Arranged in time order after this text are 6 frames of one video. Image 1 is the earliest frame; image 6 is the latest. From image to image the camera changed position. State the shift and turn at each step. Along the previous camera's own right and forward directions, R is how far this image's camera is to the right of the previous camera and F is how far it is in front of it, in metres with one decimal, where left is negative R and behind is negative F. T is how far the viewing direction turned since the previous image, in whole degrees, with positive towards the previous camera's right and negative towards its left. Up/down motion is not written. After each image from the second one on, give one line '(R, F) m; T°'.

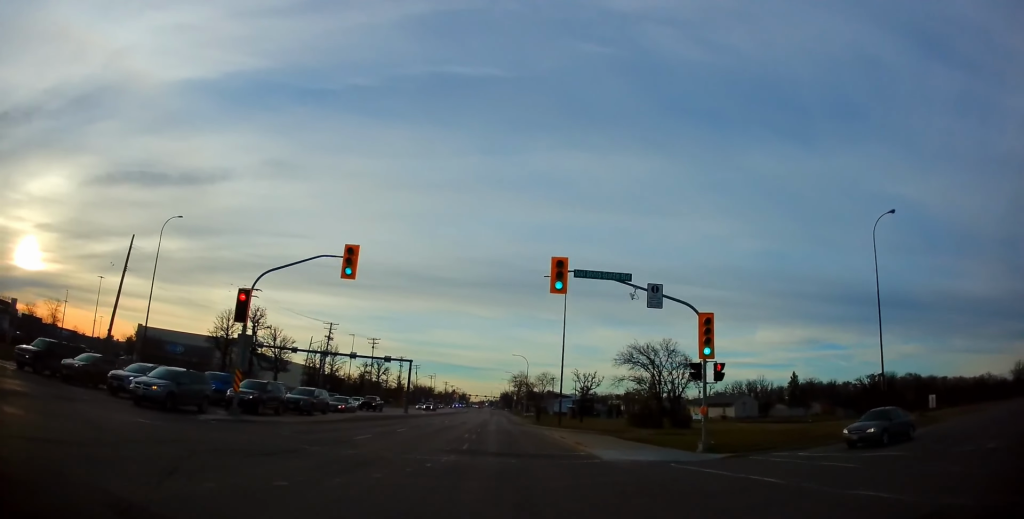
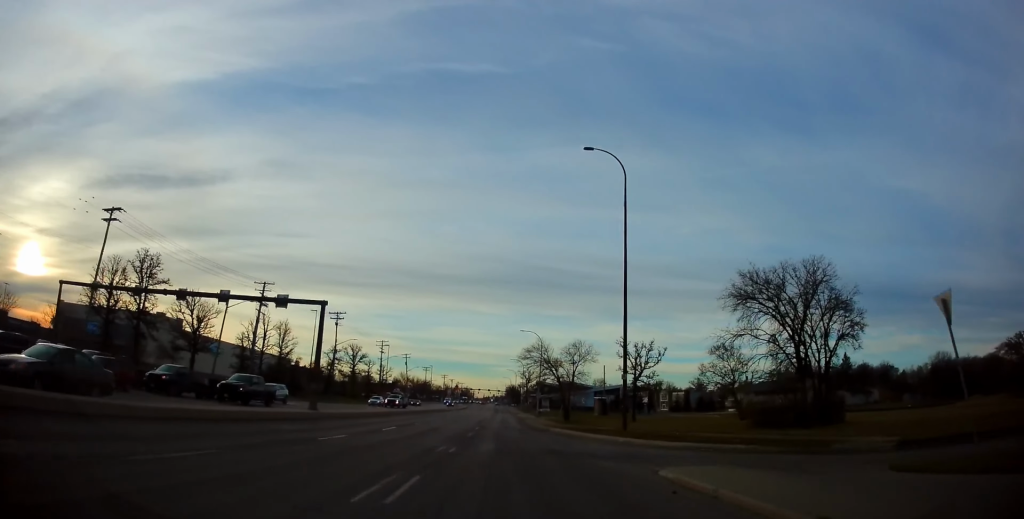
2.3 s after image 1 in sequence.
(+0.5, +31.9) m; +1°
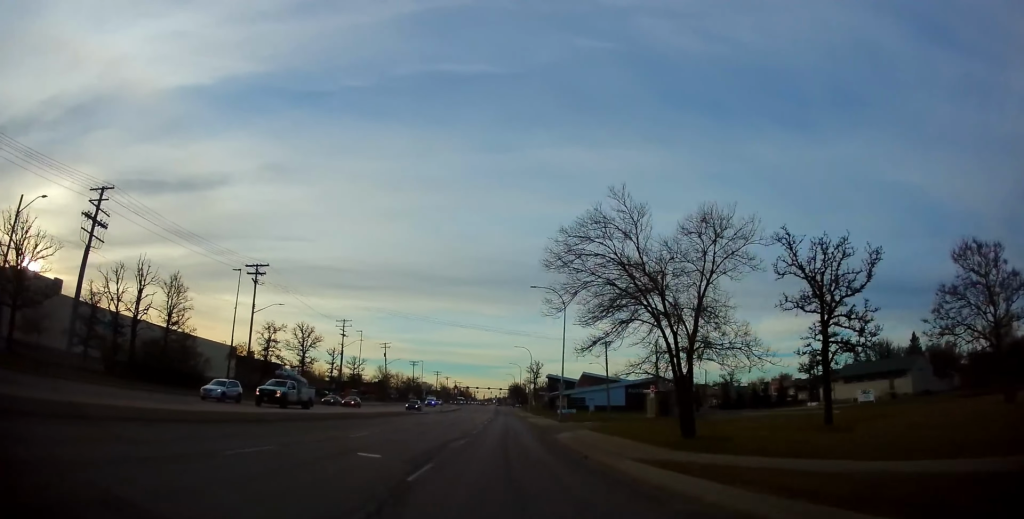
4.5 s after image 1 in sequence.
(+0.2, +34.4) m; +1°
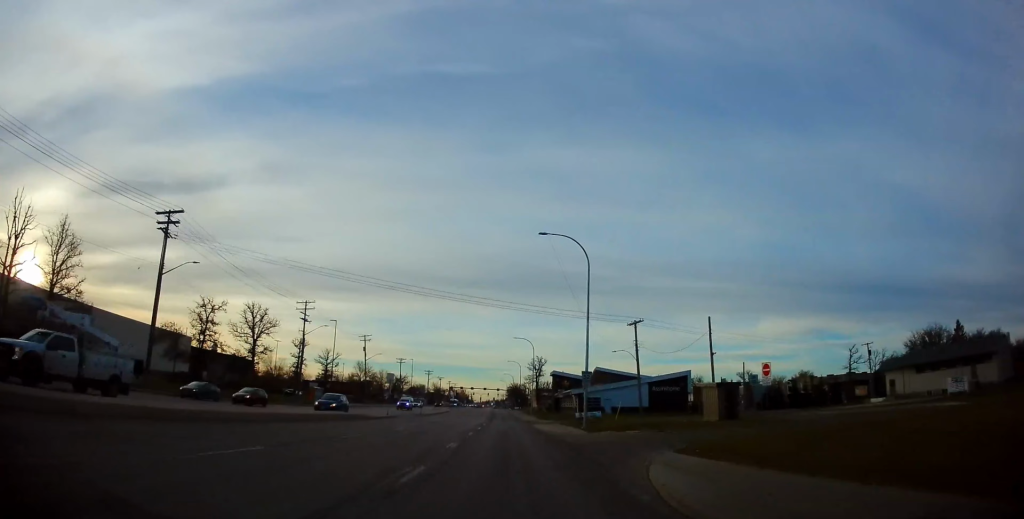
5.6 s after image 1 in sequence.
(0.0, +19.1) m; -1°
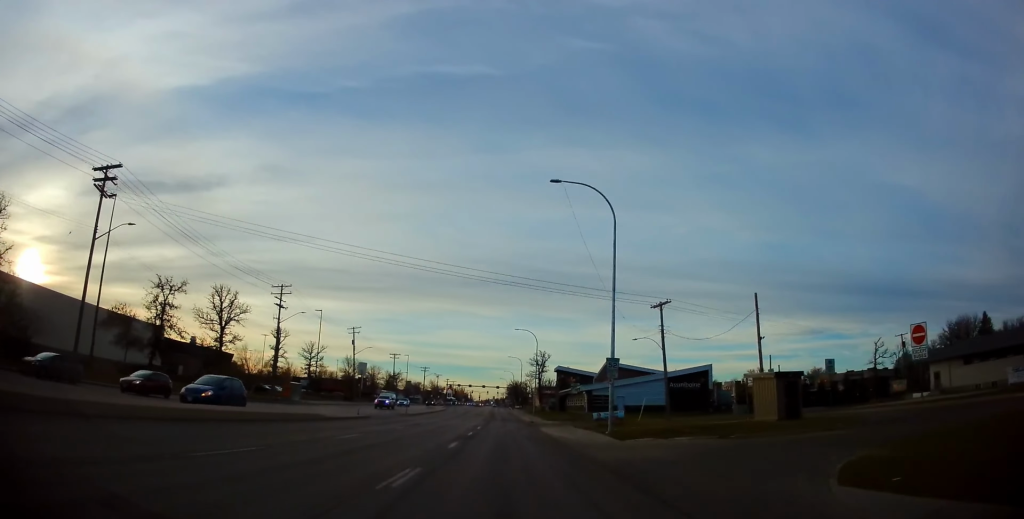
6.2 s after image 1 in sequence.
(-0.1, +9.7) m; 0°
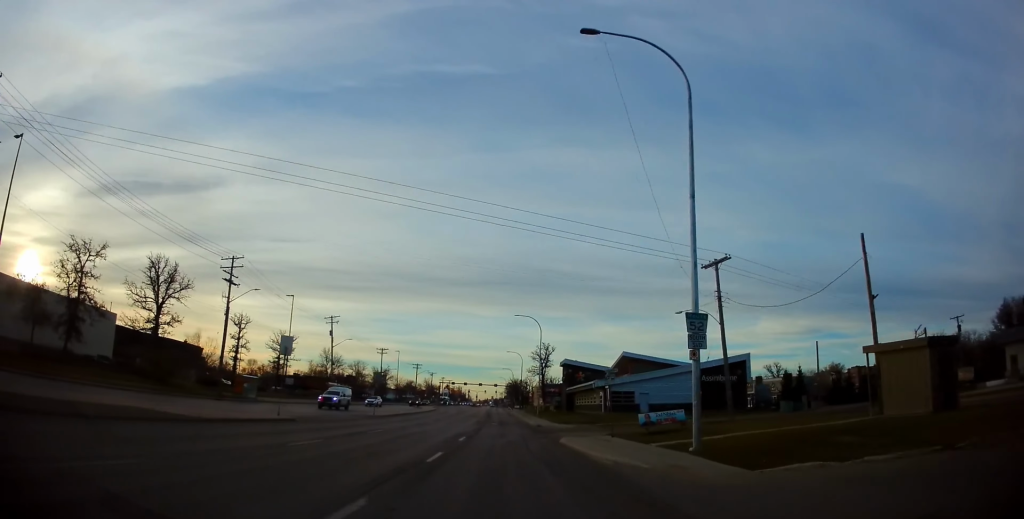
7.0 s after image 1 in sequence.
(-0.1, +13.7) m; 0°
